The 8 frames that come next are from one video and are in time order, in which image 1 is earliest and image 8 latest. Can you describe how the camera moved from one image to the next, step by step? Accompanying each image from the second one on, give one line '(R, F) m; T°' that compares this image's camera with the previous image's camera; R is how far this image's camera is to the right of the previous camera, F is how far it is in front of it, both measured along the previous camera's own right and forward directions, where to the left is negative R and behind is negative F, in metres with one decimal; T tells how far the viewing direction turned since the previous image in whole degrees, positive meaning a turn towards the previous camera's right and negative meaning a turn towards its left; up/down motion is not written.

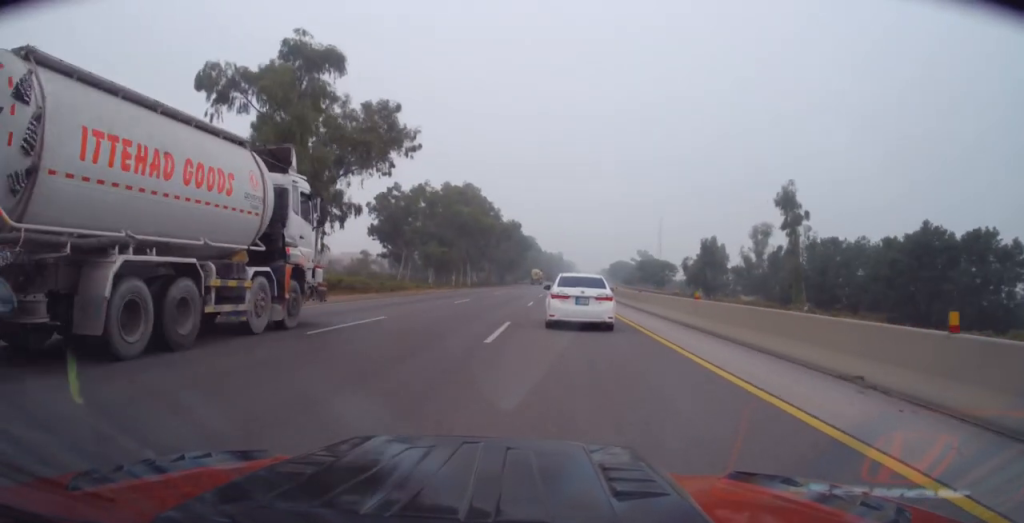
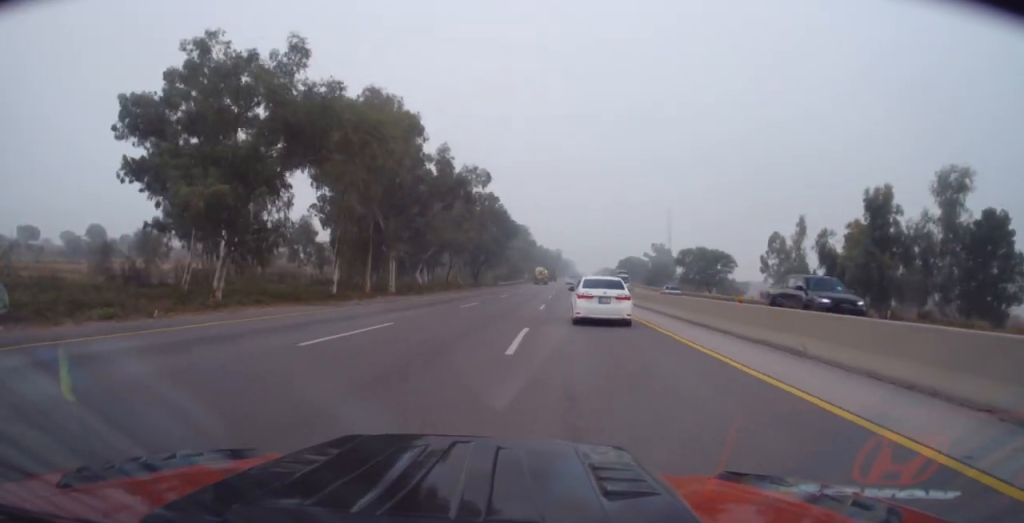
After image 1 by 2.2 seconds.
(+0.7, +55.7) m; +1°
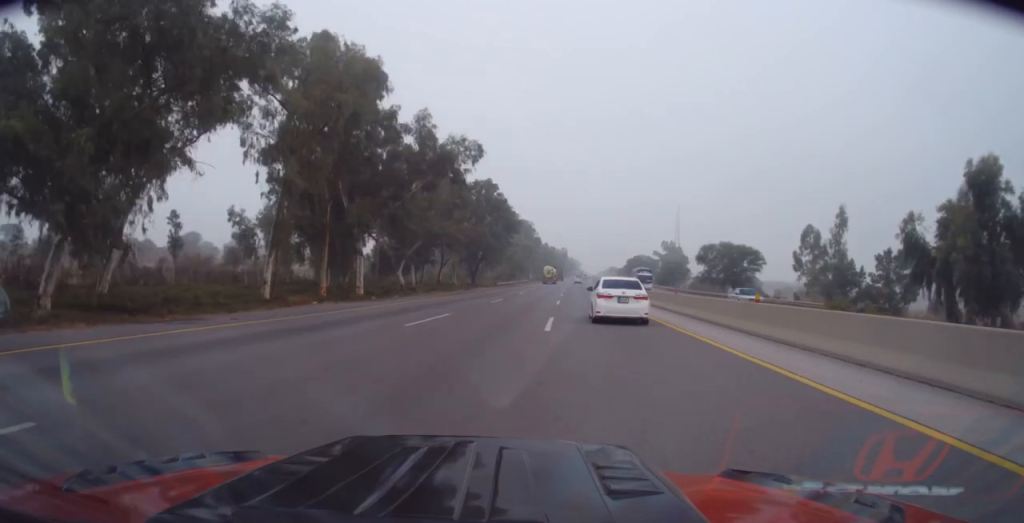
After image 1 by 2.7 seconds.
(+0.1, +12.8) m; 0°
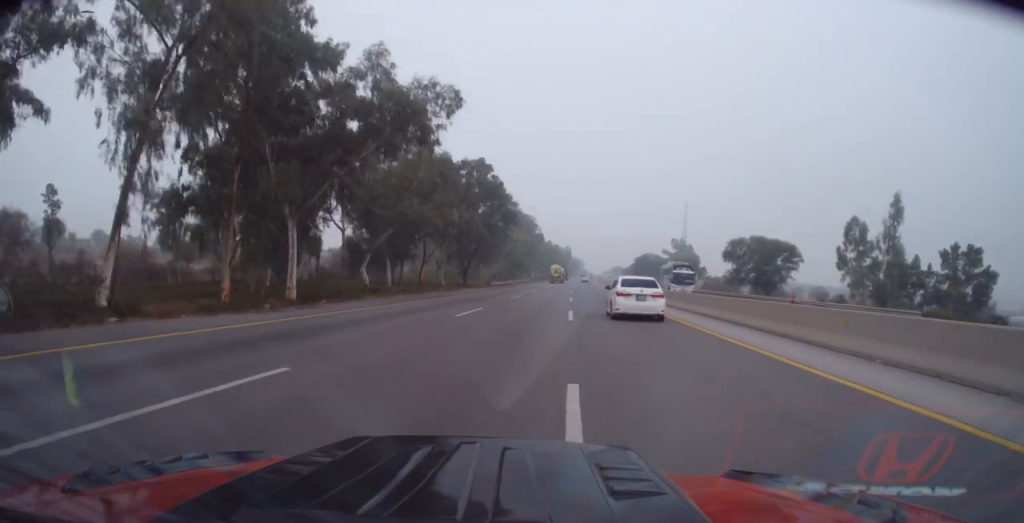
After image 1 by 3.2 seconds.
(0.0, +14.3) m; -1°
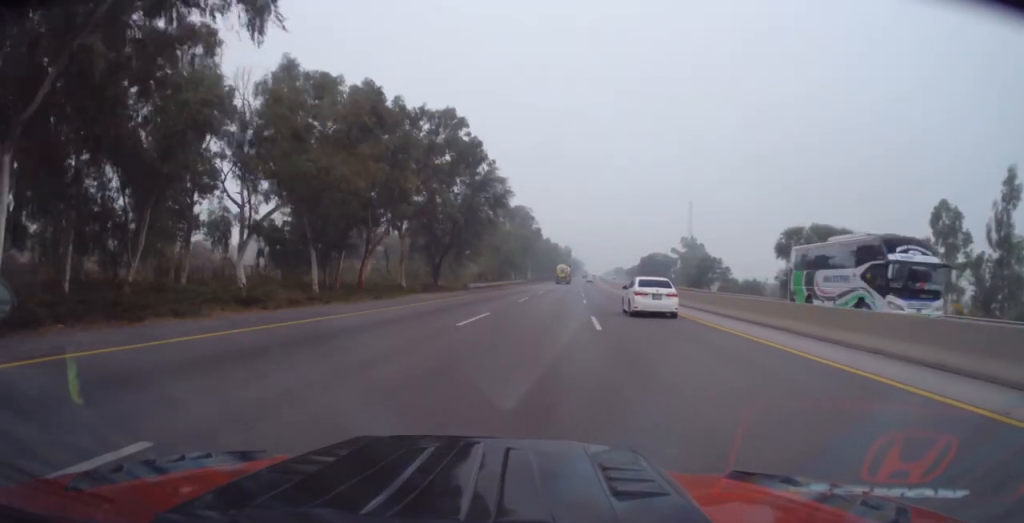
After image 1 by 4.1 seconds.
(-0.4, +21.7) m; -1°
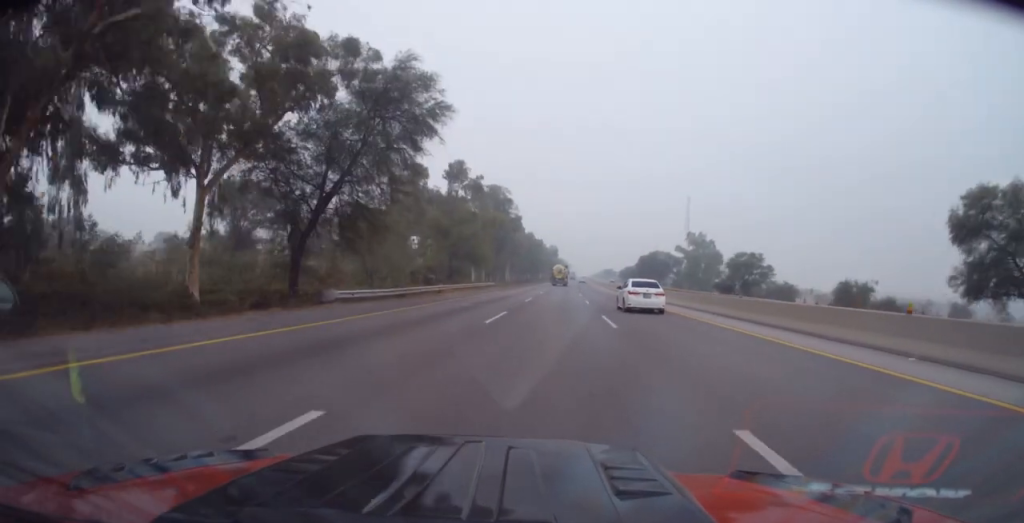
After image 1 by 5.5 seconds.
(+0.5, +34.6) m; +2°
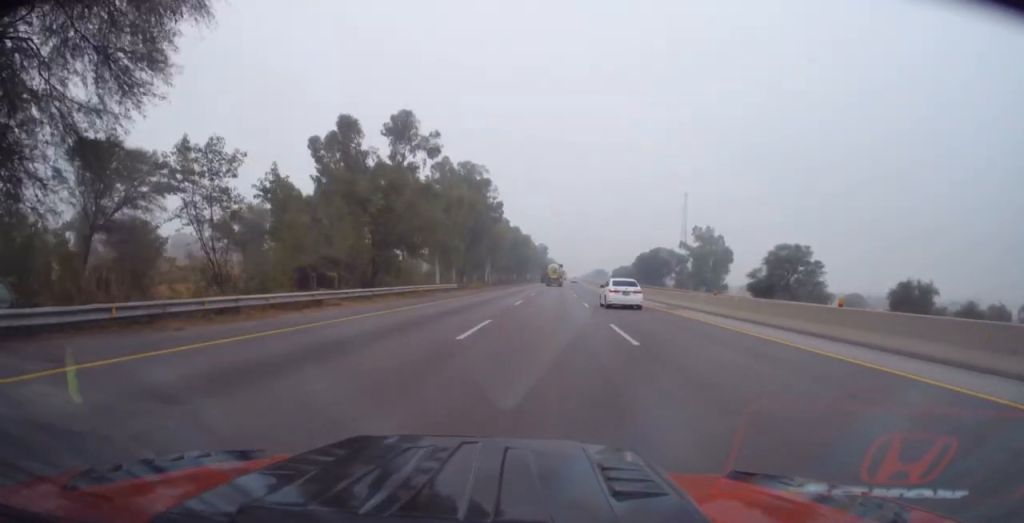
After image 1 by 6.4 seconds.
(+0.1, +22.6) m; +1°
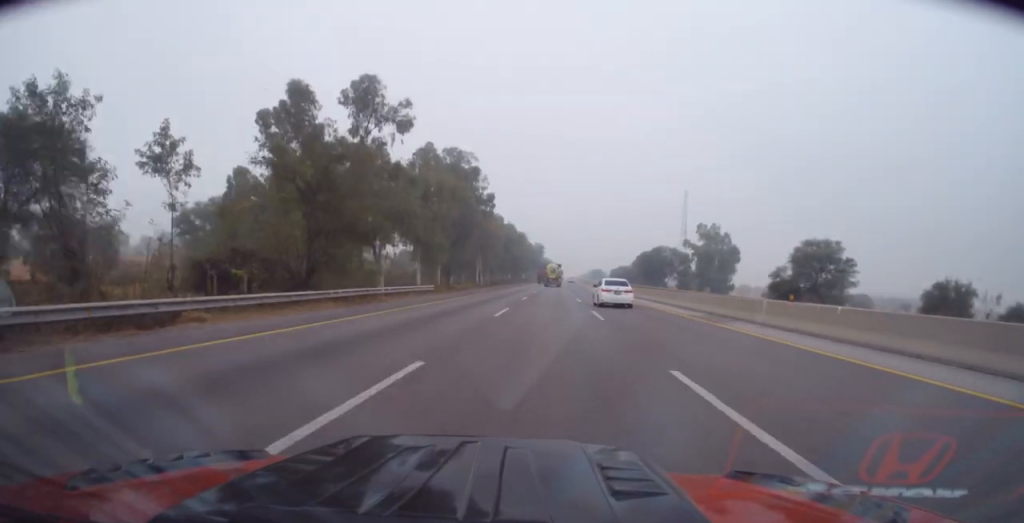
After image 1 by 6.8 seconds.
(+0.1, +9.6) m; 0°
